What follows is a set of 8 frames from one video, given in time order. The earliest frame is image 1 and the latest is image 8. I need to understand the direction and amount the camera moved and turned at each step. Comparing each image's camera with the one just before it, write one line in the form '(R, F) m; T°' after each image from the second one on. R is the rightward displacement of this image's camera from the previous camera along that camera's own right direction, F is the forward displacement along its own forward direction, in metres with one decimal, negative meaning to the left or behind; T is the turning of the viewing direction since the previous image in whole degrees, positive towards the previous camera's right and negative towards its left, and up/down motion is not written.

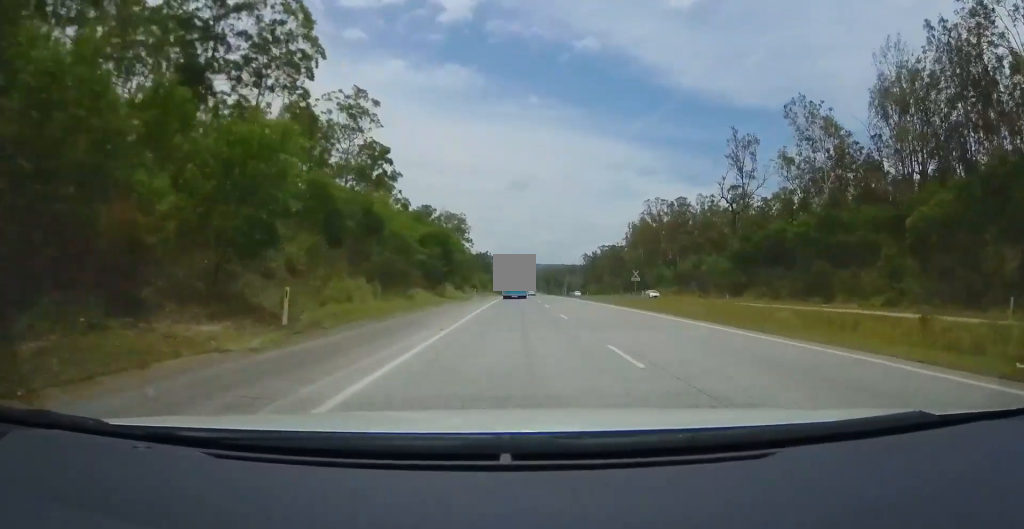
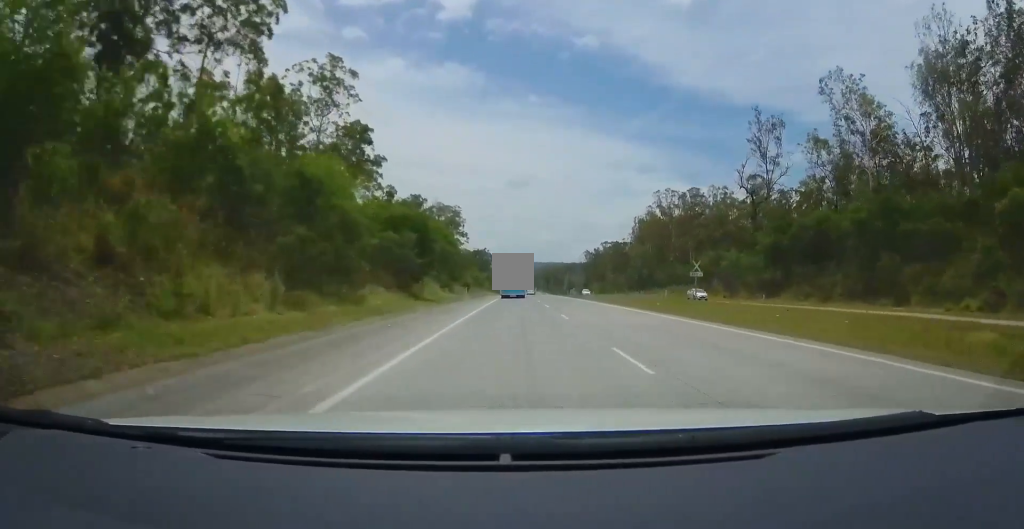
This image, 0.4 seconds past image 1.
(-0.1, +12.3) m; 0°
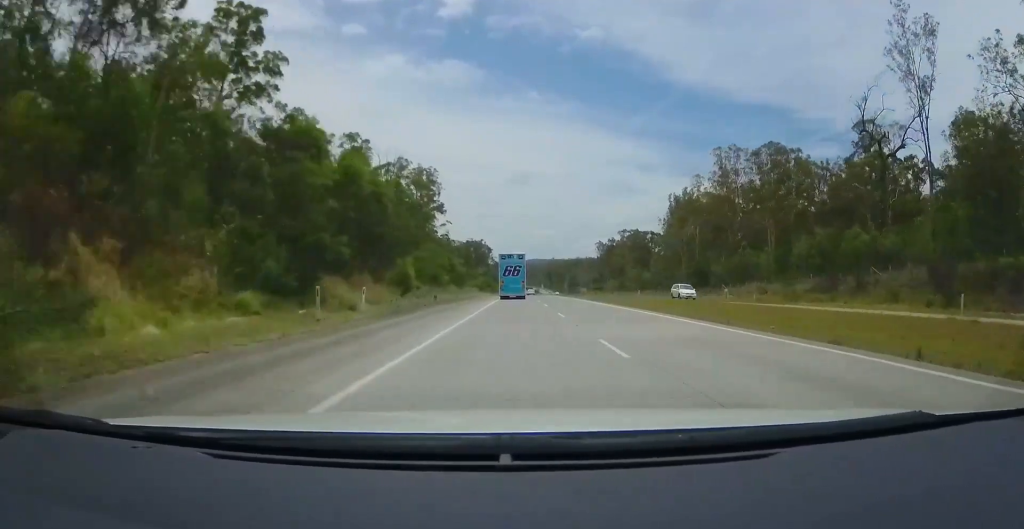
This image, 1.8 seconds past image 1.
(+0.1, +44.3) m; +1°
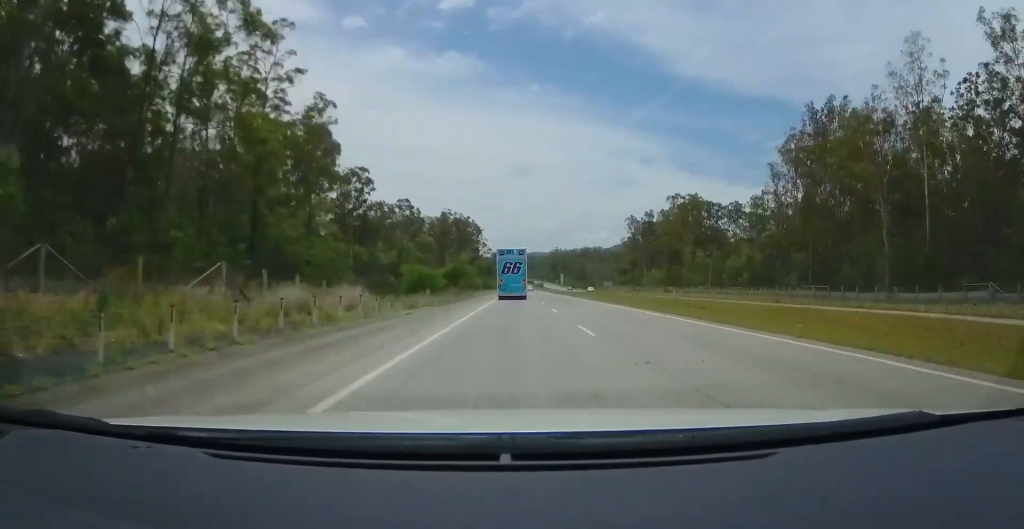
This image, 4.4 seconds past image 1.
(+0.8, +78.9) m; +1°
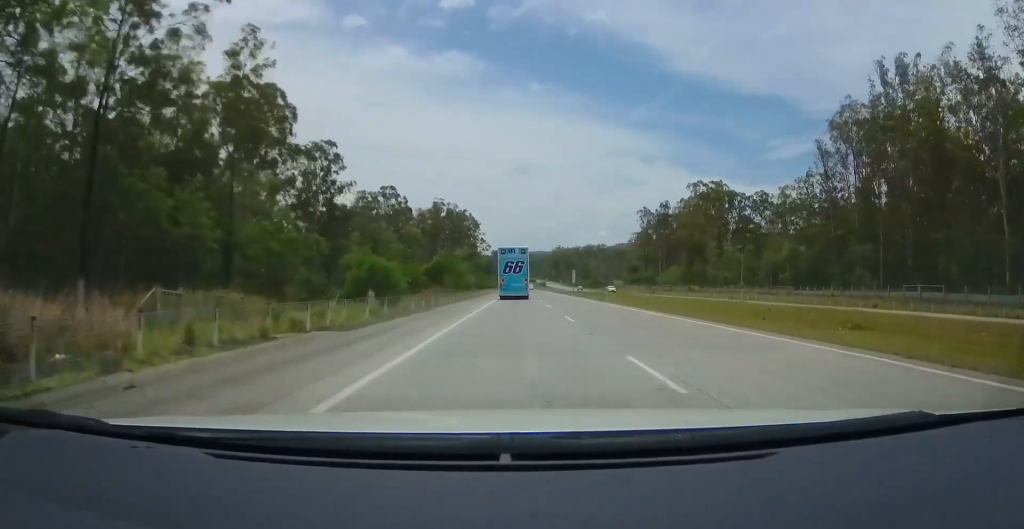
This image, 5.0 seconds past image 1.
(+0.5, +18.5) m; 0°
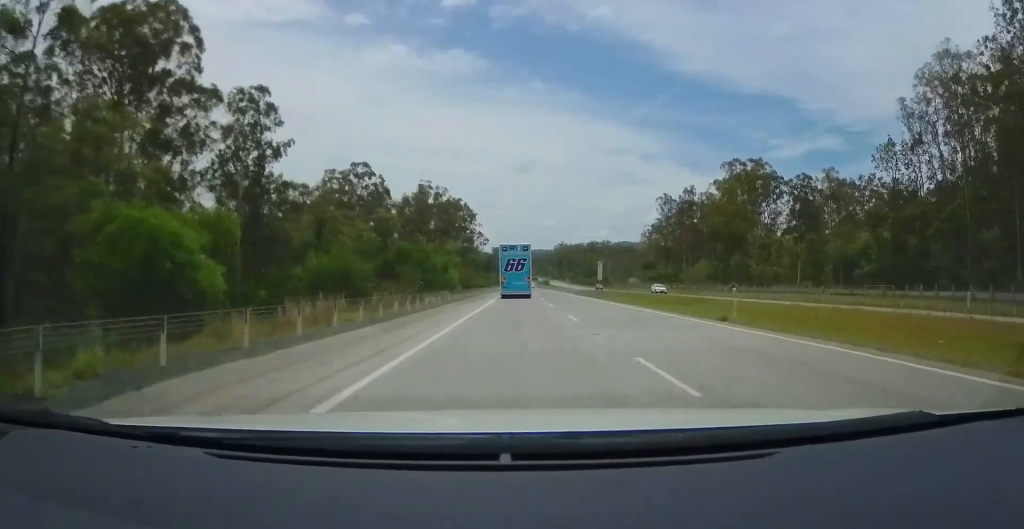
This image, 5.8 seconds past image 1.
(-0.4, +23.5) m; -1°
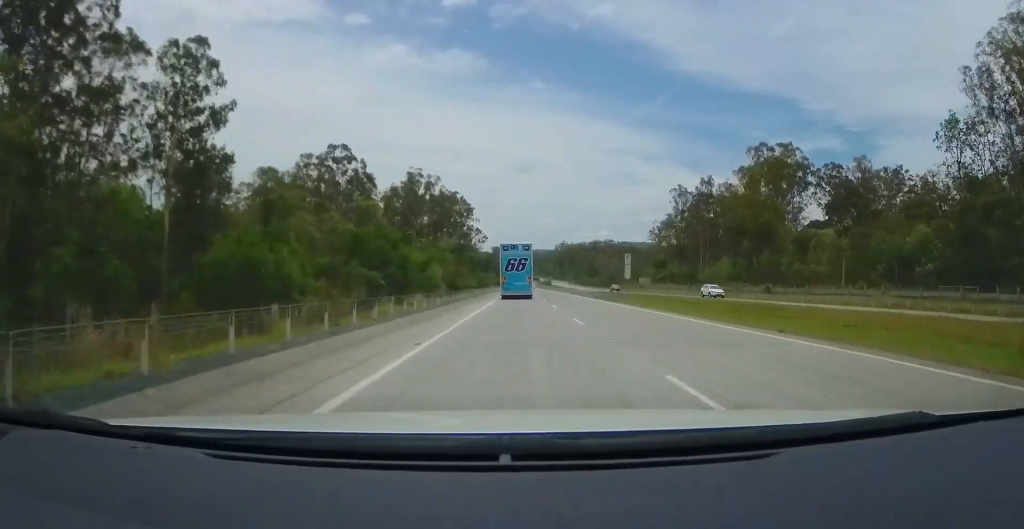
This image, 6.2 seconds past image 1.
(-0.1, +13.6) m; 0°
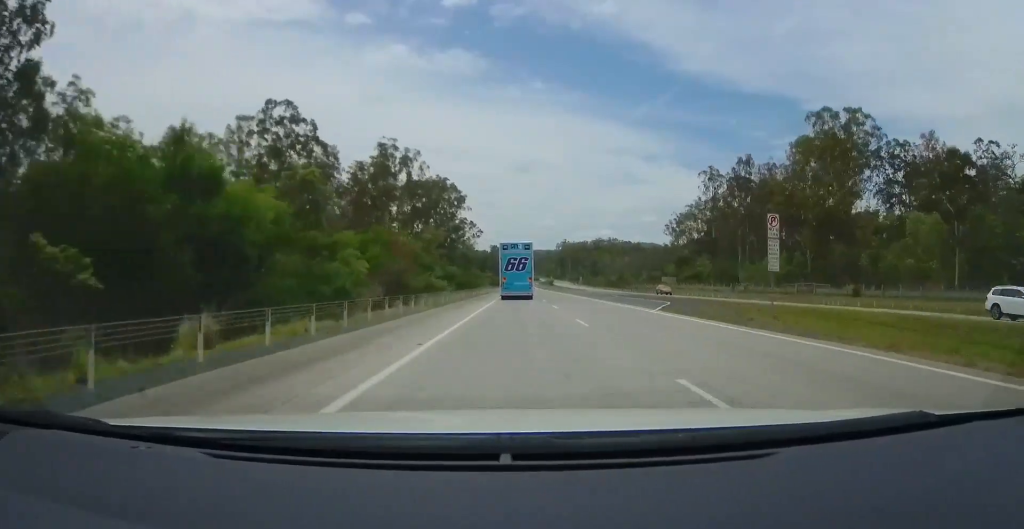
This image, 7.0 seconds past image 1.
(+0.2, +23.4) m; 0°
